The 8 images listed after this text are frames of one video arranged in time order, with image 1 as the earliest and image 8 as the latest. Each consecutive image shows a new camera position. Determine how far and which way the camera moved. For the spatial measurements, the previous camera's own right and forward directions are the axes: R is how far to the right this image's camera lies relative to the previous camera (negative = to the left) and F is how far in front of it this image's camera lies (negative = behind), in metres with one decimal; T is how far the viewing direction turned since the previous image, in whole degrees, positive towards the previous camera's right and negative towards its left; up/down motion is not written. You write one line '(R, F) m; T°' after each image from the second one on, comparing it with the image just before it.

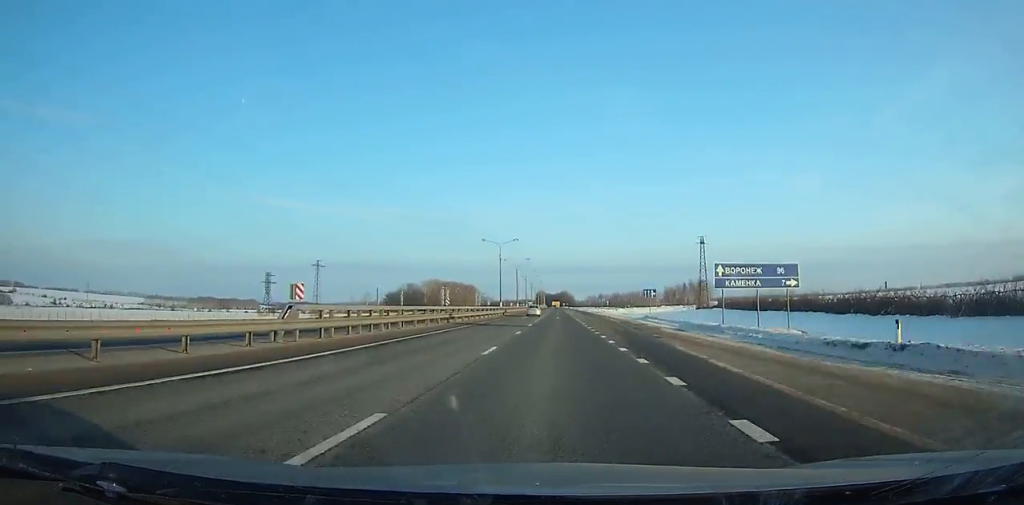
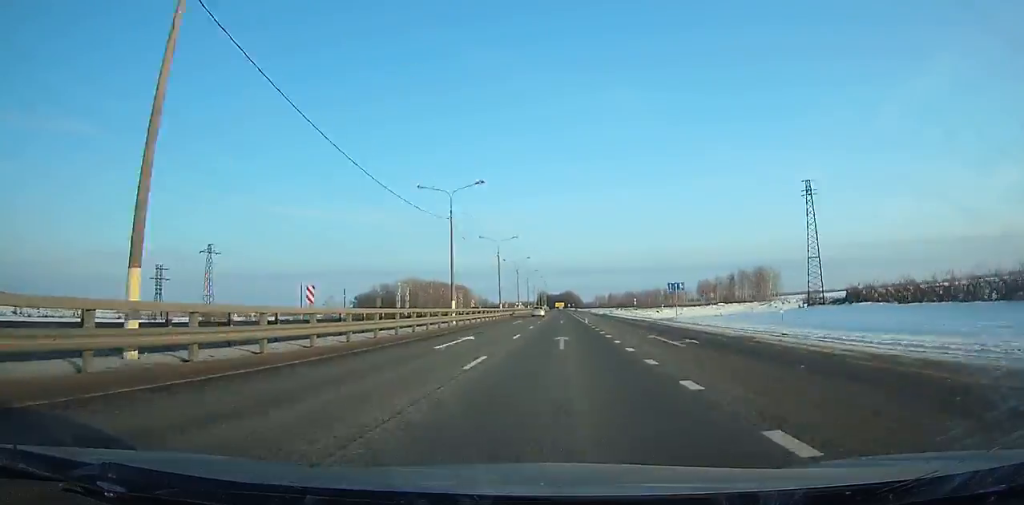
(-1.0, +73.9) m; -1°
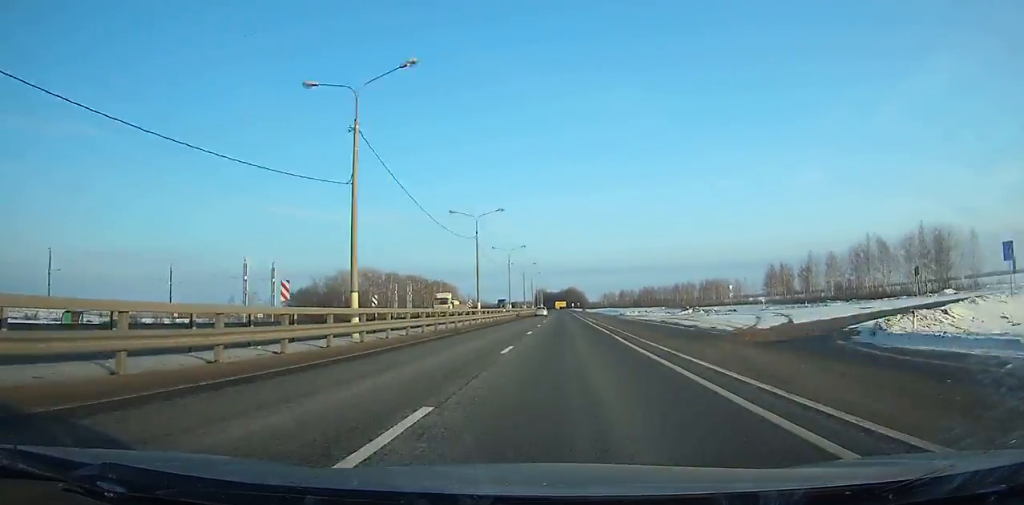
(-0.2, +89.9) m; 0°
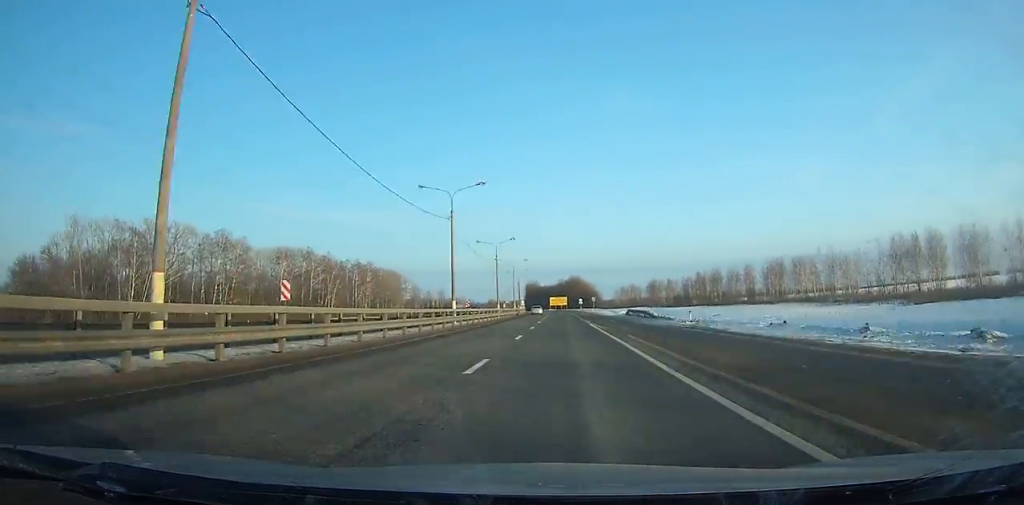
(+0.2, +146.2) m; -1°
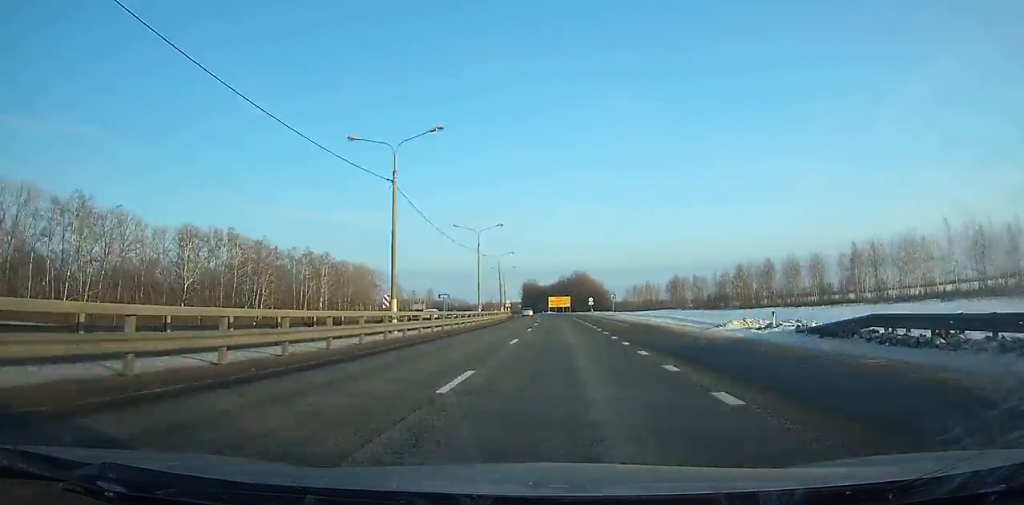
(-0.5, +49.4) m; -1°
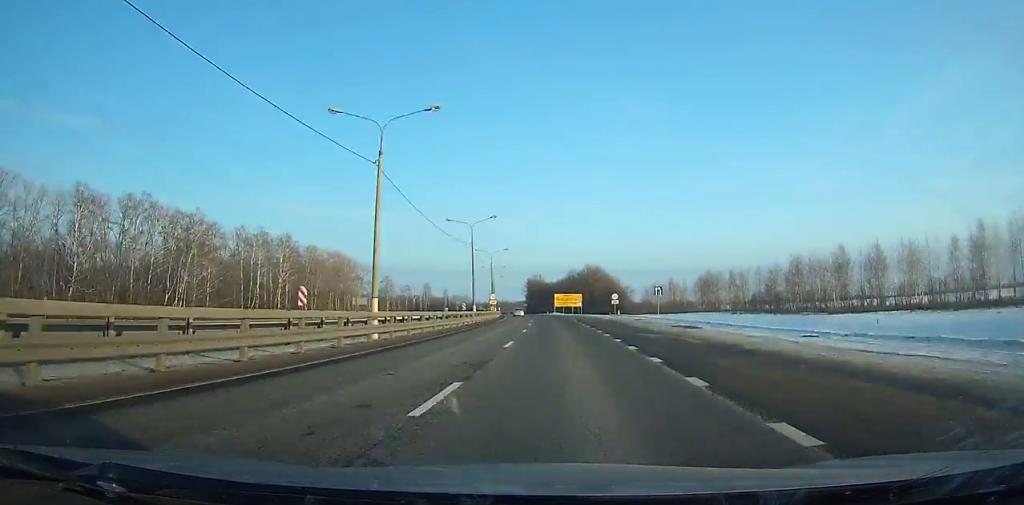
(+0.5, +37.0) m; -1°
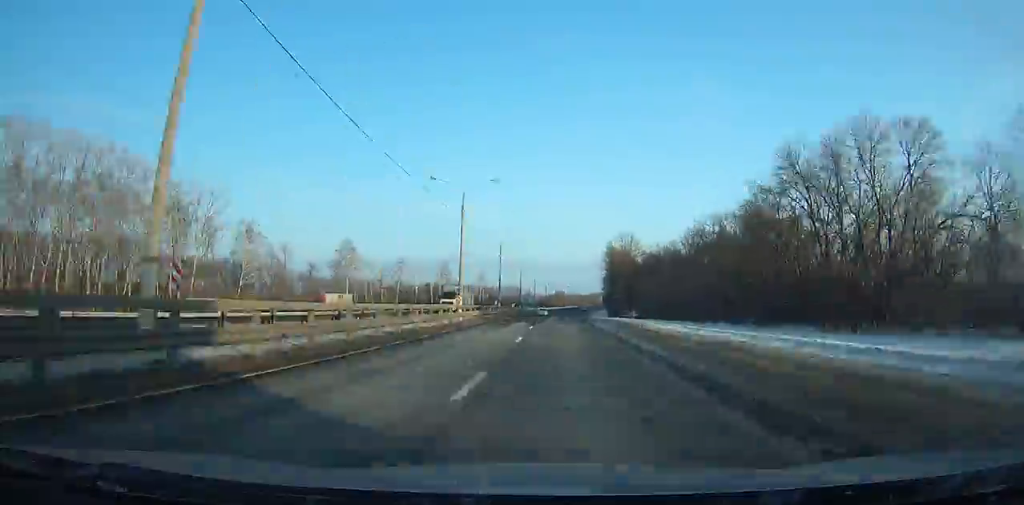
(-7.5, +152.5) m; -4°
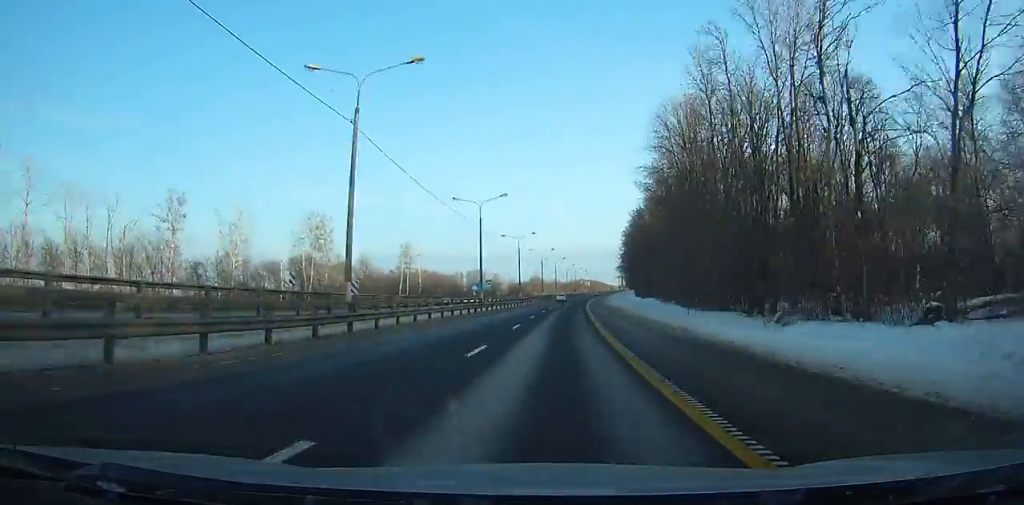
(-0.5, +122.3) m; +2°
